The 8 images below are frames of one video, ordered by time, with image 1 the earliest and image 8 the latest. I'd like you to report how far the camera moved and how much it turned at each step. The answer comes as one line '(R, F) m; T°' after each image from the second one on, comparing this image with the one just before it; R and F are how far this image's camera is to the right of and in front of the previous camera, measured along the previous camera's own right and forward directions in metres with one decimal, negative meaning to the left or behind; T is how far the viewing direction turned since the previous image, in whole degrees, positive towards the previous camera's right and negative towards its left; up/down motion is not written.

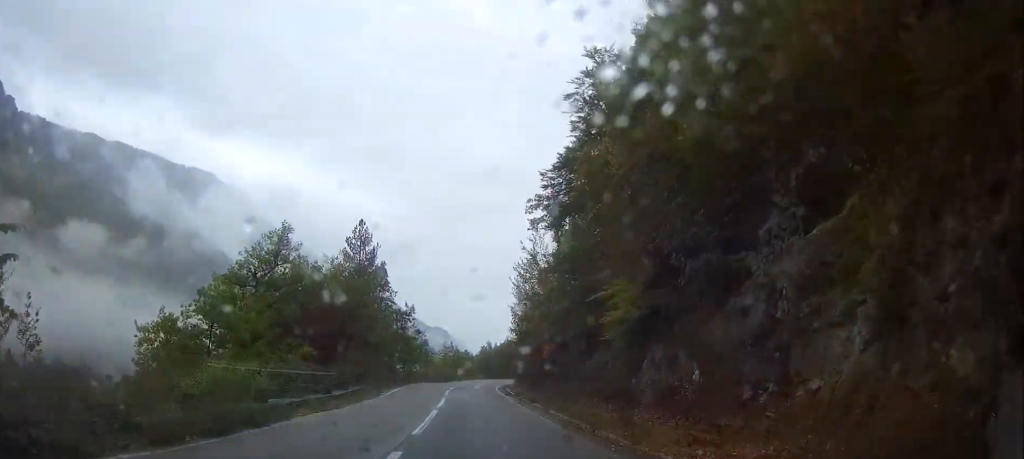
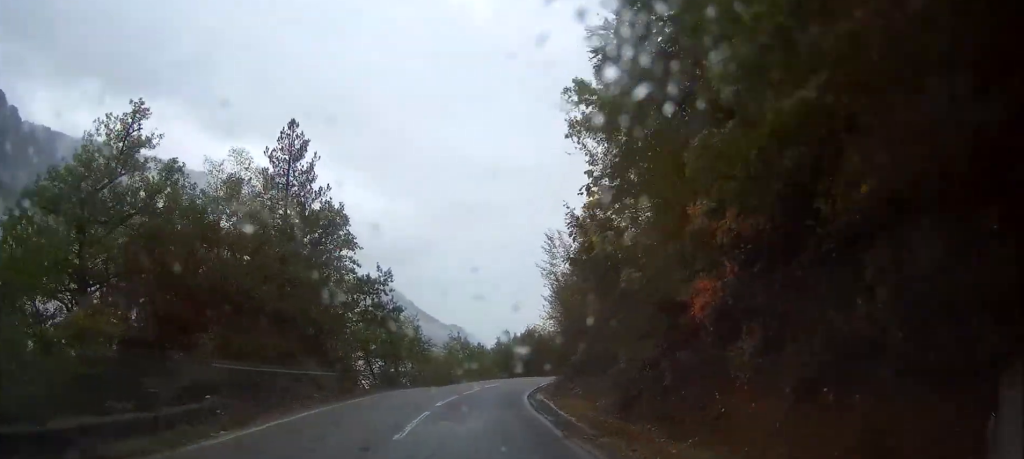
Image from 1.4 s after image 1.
(-0.8, +21.6) m; -3°
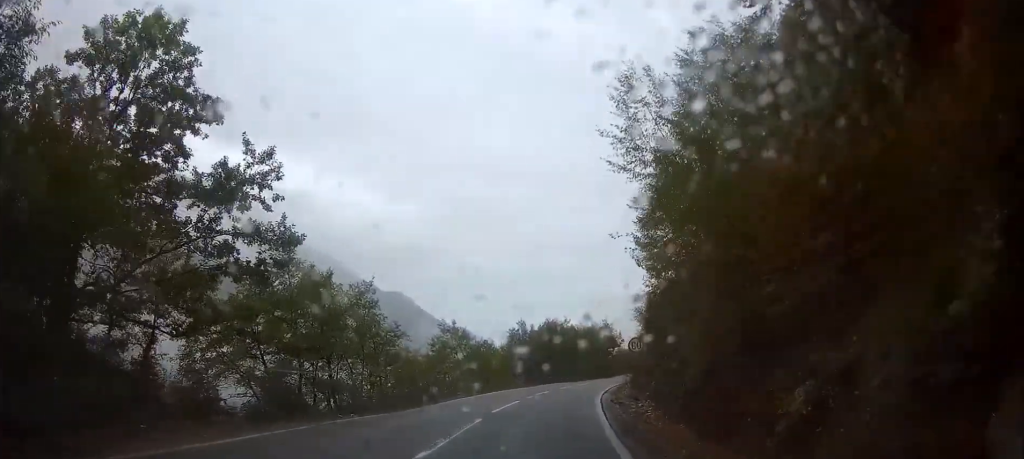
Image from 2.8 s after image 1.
(0.0, +22.3) m; +3°
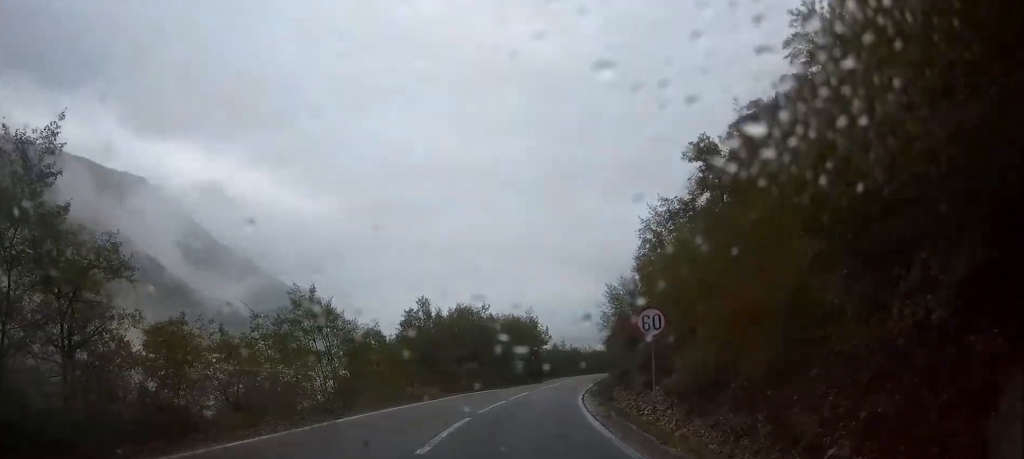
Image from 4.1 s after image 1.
(+1.0, +19.4) m; +7°
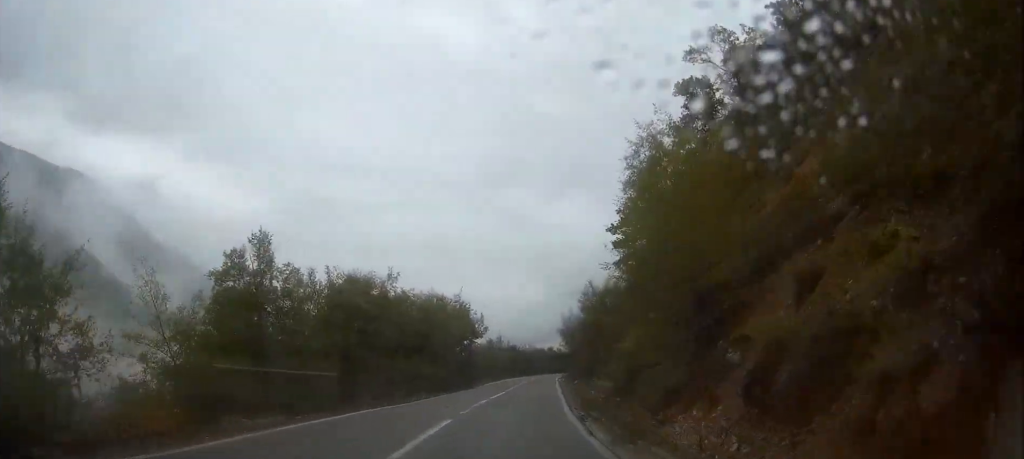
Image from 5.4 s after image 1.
(+1.0, +19.8) m; +5°
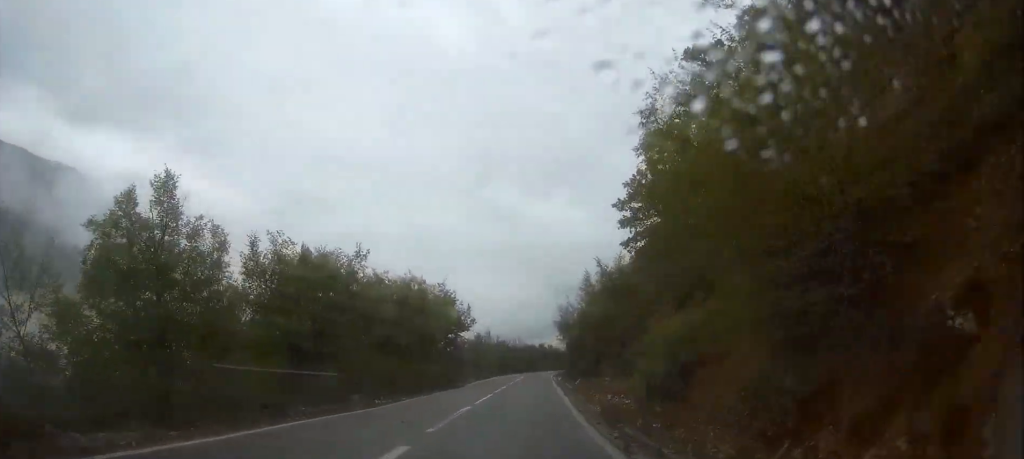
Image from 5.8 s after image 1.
(+0.1, +6.7) m; +1°
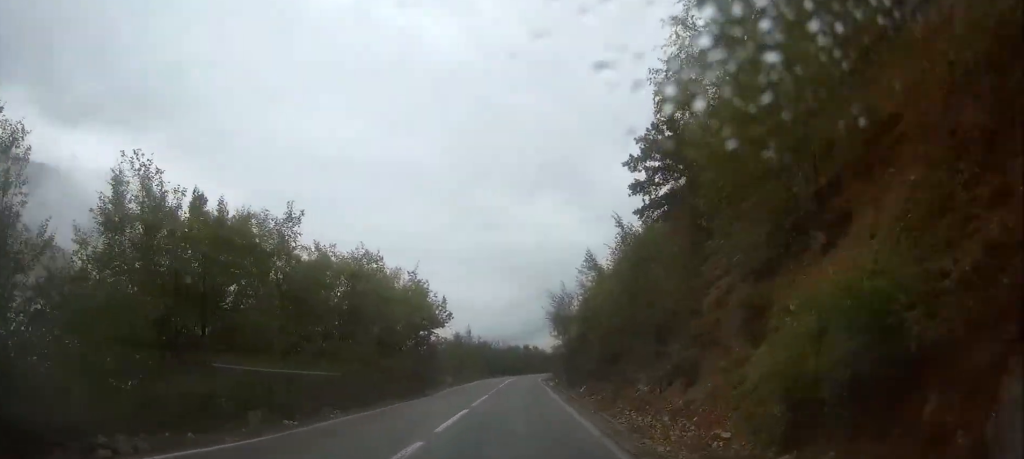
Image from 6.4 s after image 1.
(+0.1, +9.2) m; +1°
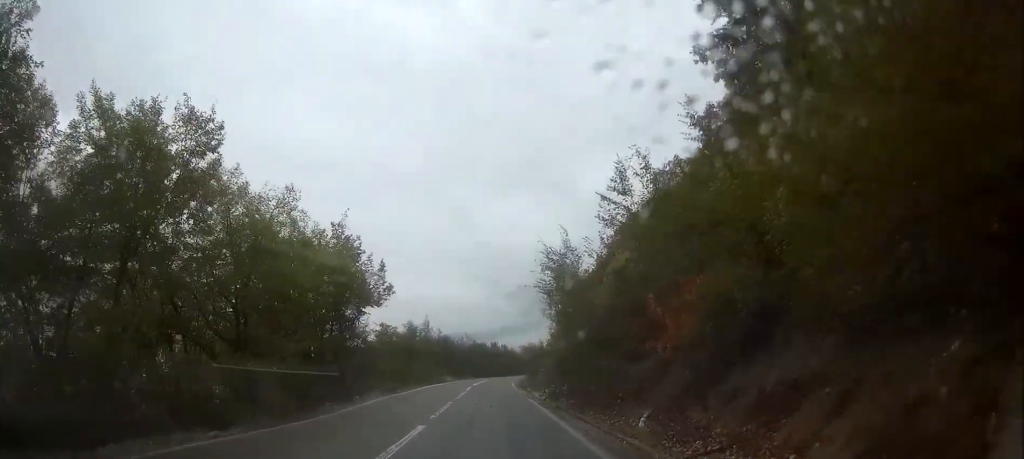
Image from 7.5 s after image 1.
(+0.3, +16.3) m; +2°
